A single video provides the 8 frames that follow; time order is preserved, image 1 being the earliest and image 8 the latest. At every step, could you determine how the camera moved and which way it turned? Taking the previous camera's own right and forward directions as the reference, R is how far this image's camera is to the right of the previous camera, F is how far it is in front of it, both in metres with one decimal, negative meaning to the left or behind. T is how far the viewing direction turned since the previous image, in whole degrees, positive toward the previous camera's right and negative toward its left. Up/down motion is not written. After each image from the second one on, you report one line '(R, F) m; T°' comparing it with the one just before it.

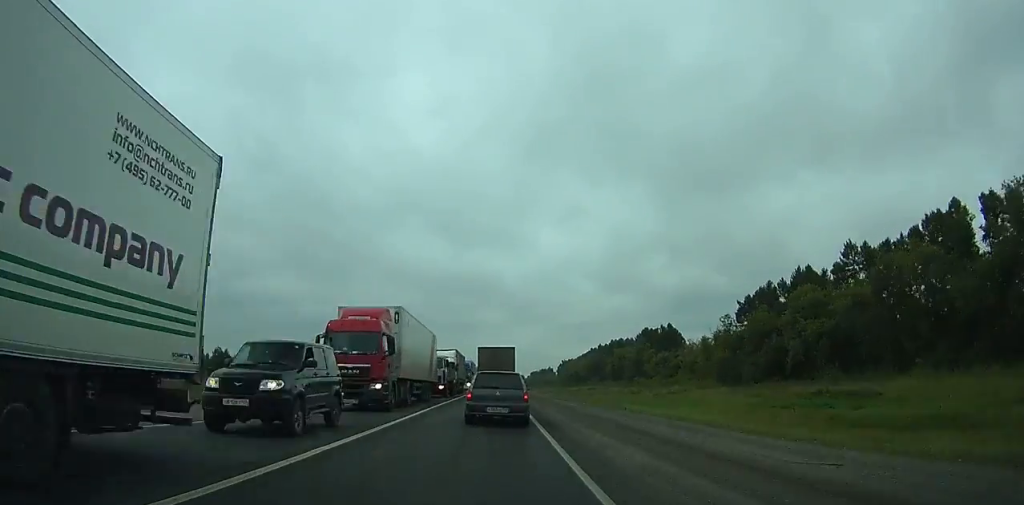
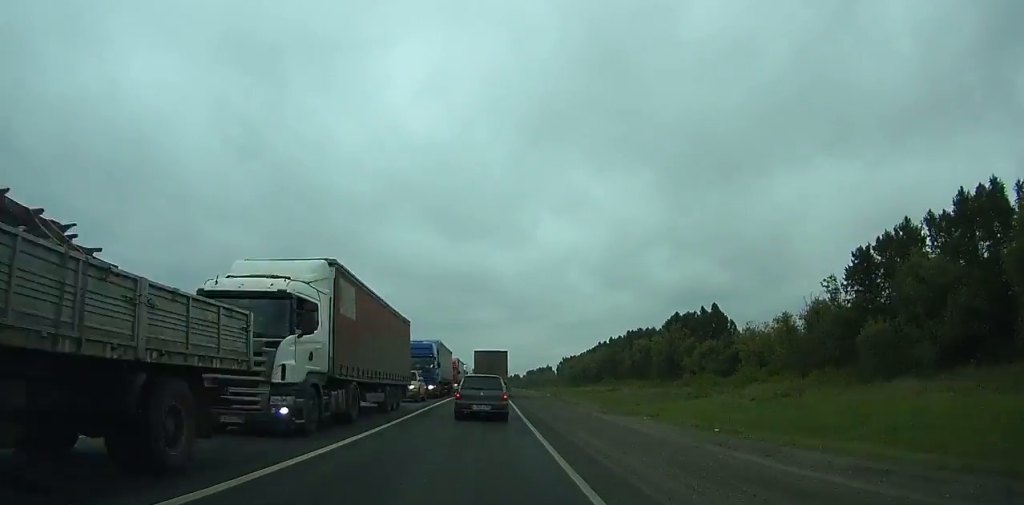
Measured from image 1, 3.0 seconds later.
(+0.1, +41.6) m; 0°
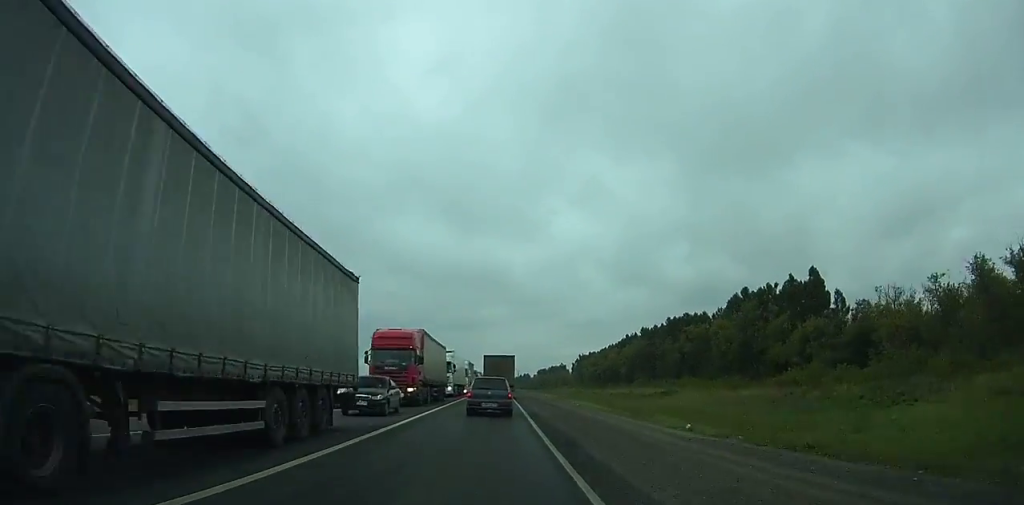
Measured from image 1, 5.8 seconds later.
(+0.3, +39.9) m; 0°
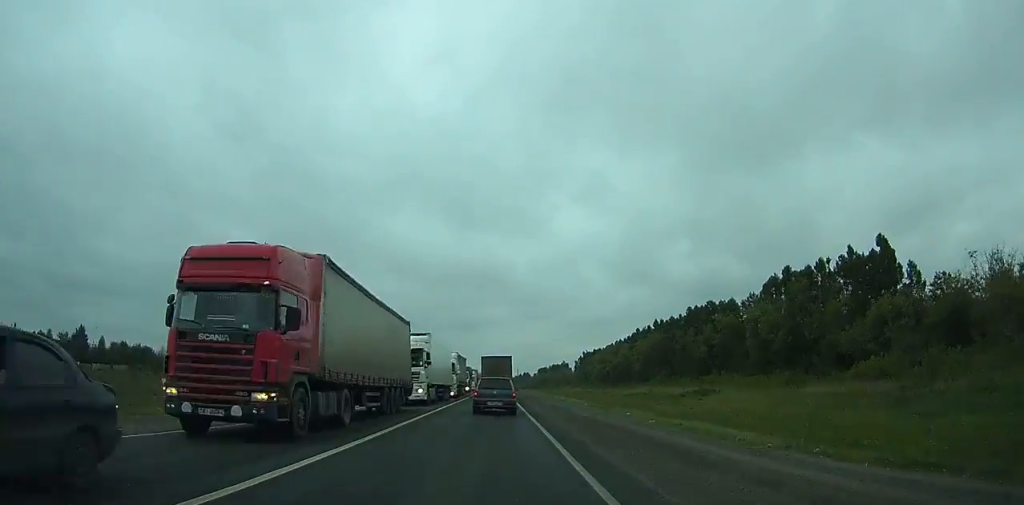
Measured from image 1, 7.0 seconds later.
(-0.1, +18.0) m; 0°
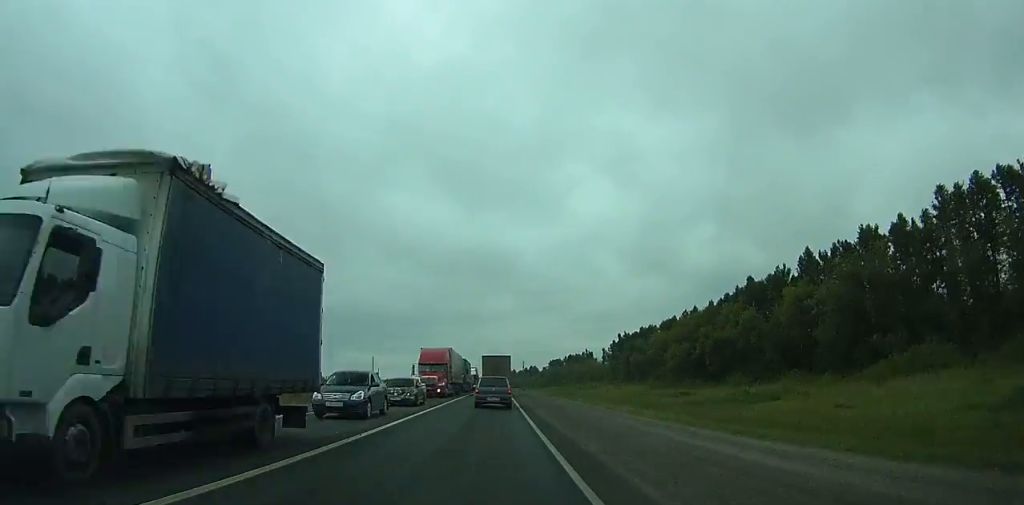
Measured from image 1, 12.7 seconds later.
(-0.6, +89.0) m; -1°
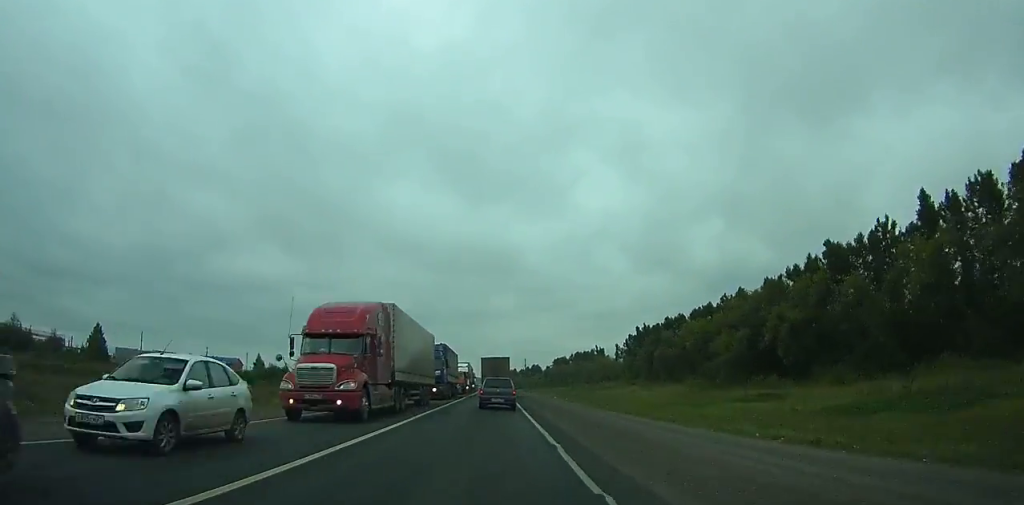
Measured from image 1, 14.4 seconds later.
(-0.2, +27.8) m; 0°
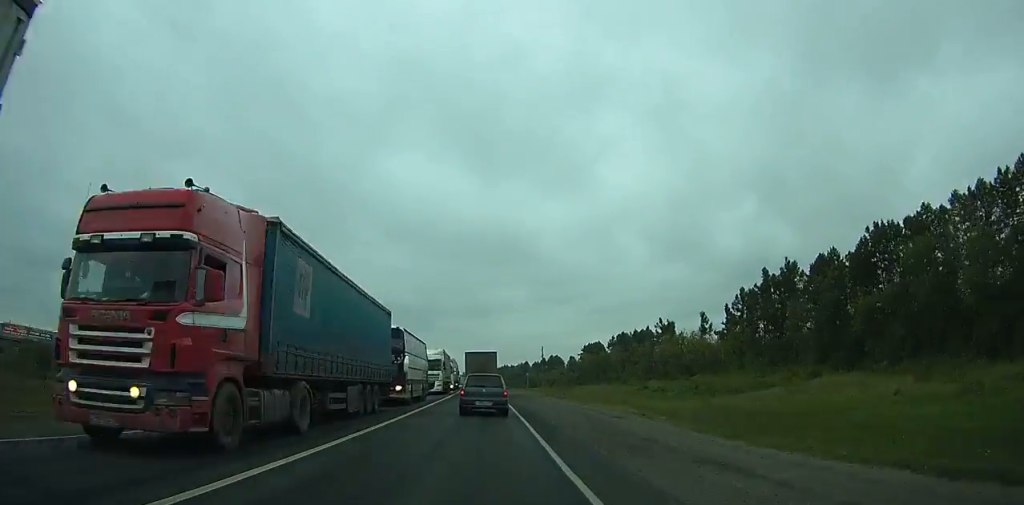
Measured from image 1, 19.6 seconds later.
(0.0, +86.6) m; -1°
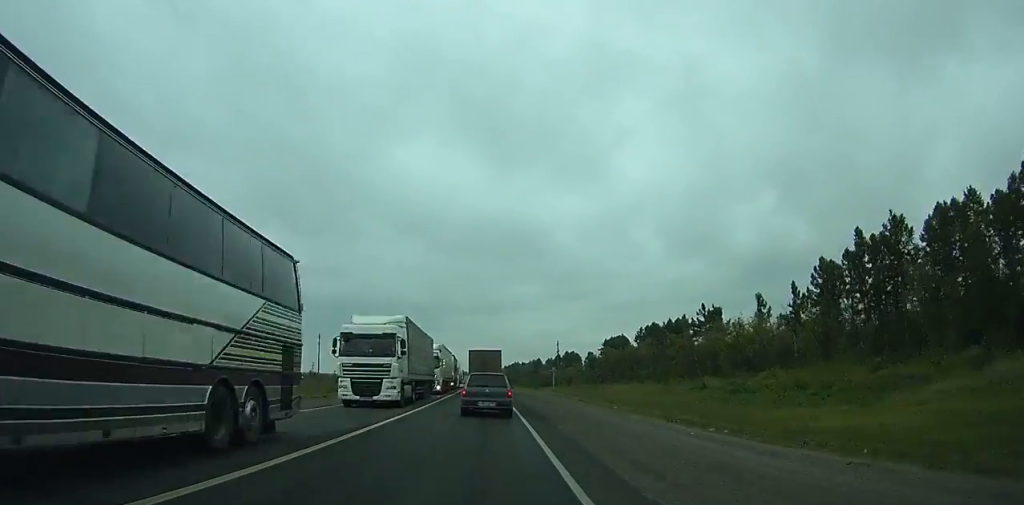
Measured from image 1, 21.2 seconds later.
(-0.1, +26.4) m; -1°
